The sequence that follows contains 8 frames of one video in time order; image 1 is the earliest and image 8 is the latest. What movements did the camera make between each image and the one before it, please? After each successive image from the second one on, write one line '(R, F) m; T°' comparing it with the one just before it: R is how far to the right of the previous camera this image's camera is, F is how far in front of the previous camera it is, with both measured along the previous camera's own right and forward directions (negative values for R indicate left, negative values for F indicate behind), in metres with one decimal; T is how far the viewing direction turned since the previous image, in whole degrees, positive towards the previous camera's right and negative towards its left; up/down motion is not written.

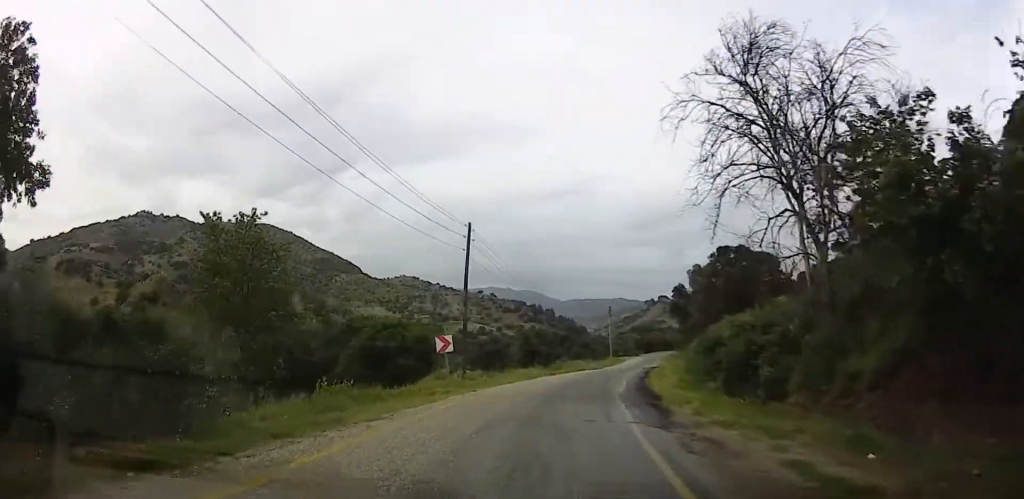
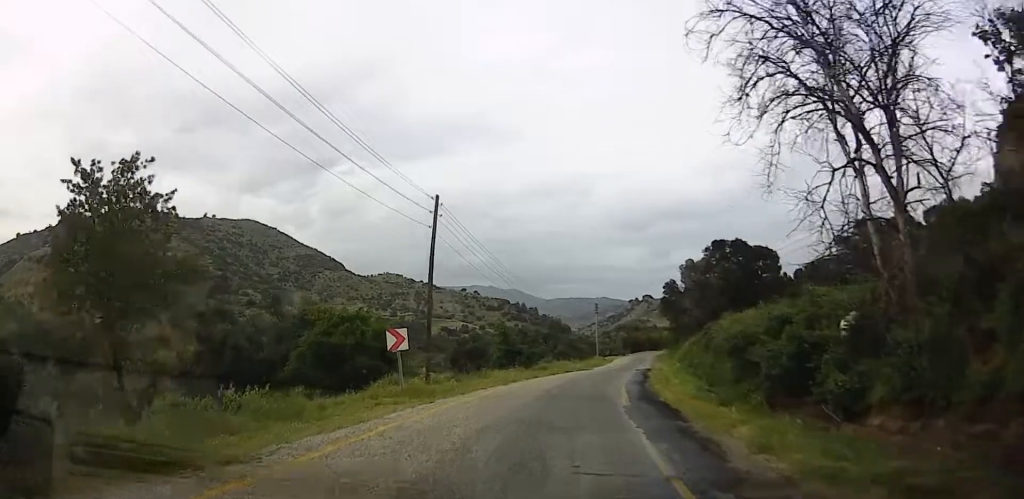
(-0.2, +4.2) m; +2°
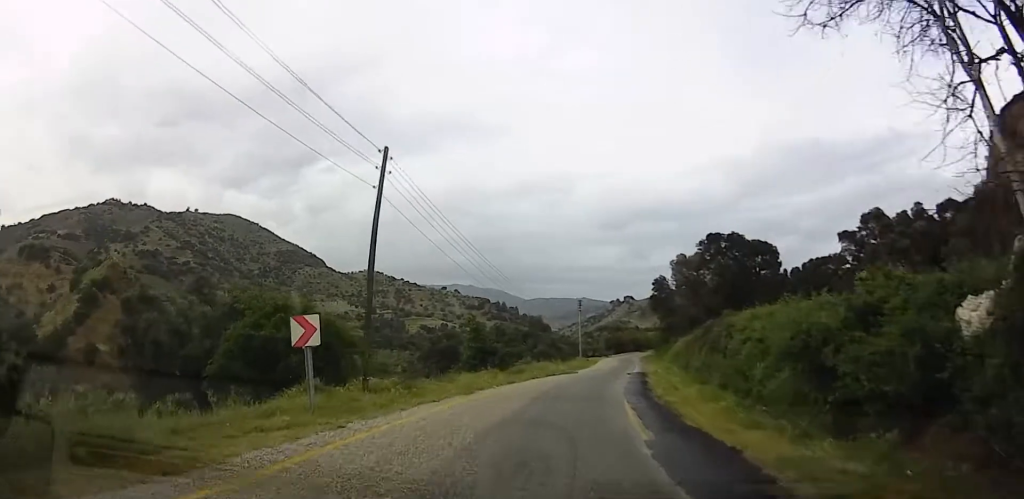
(-0.3, +4.8) m; +3°
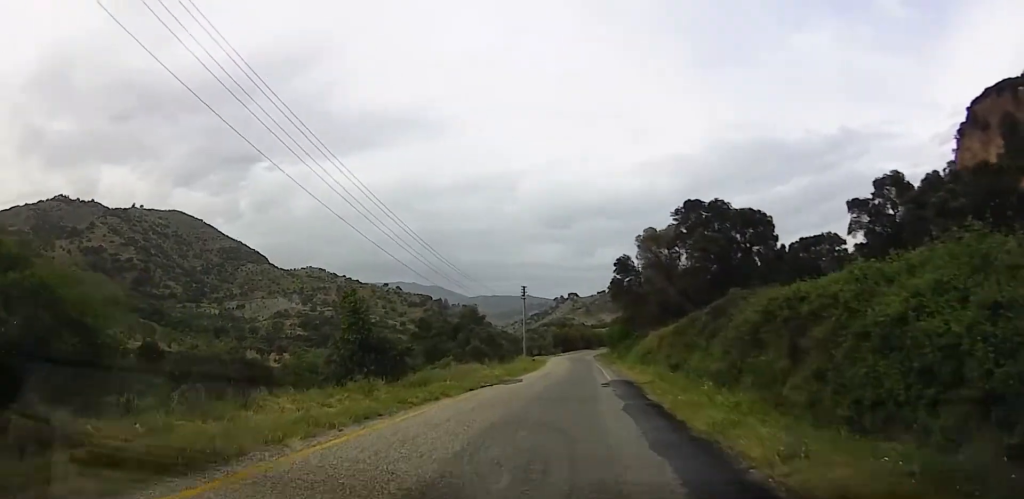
(+1.4, +12.2) m; +7°
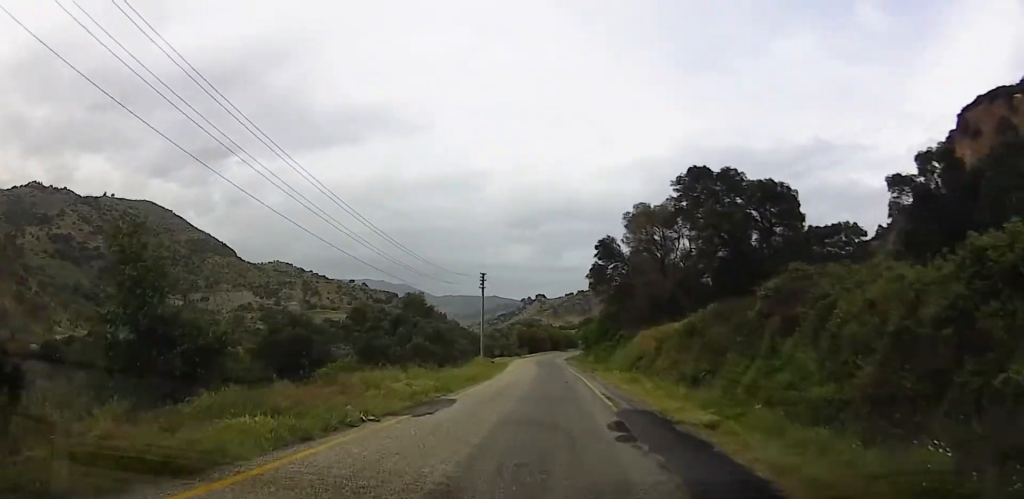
(0.0, +10.4) m; +3°
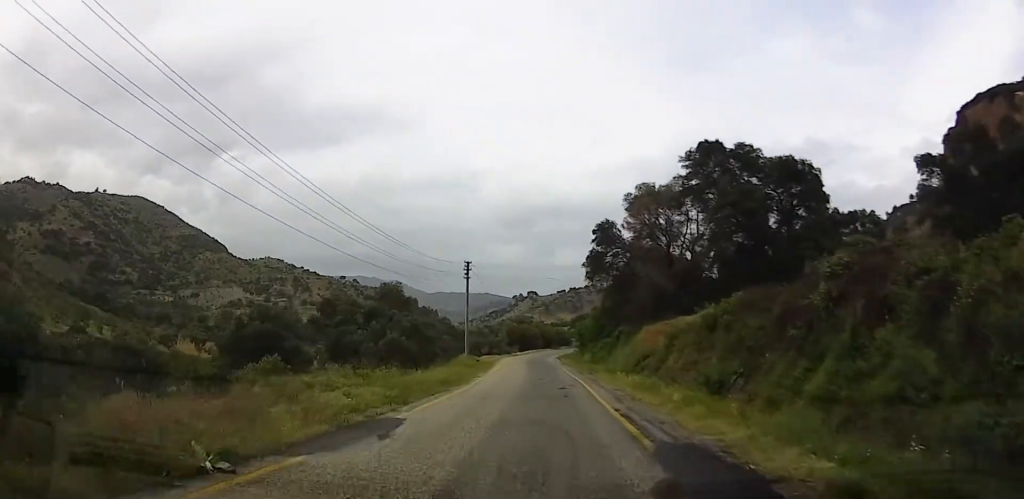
(-0.2, +4.6) m; +3°
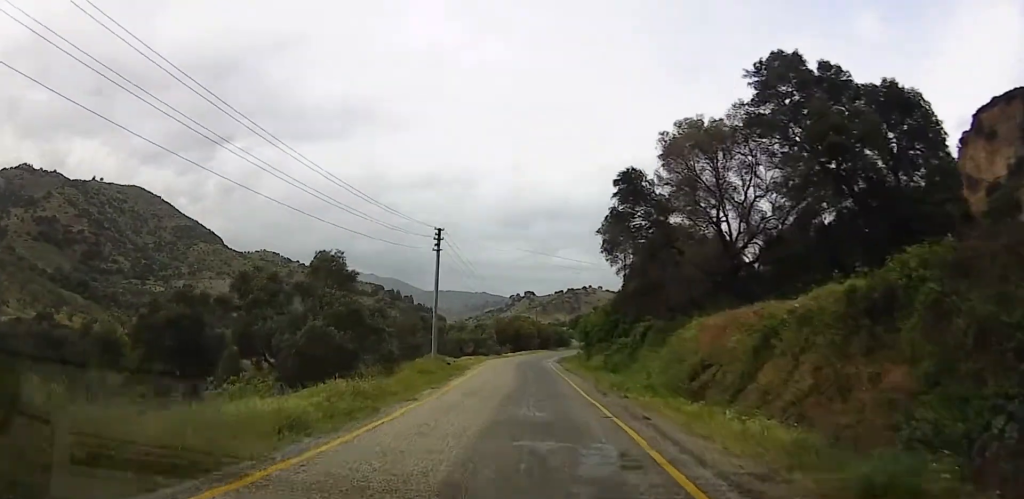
(+1.0, +11.9) m; +2°
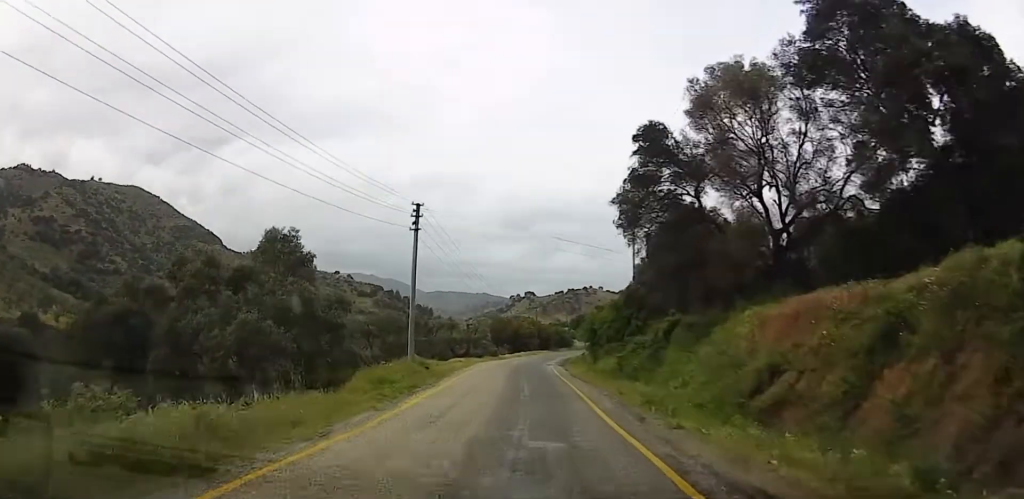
(-0.4, +5.9) m; -2°
